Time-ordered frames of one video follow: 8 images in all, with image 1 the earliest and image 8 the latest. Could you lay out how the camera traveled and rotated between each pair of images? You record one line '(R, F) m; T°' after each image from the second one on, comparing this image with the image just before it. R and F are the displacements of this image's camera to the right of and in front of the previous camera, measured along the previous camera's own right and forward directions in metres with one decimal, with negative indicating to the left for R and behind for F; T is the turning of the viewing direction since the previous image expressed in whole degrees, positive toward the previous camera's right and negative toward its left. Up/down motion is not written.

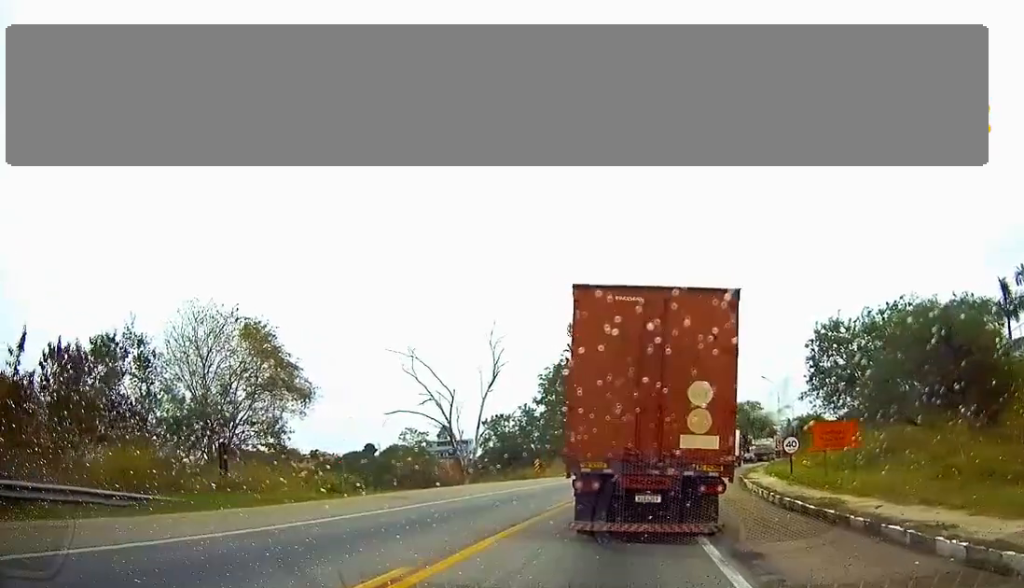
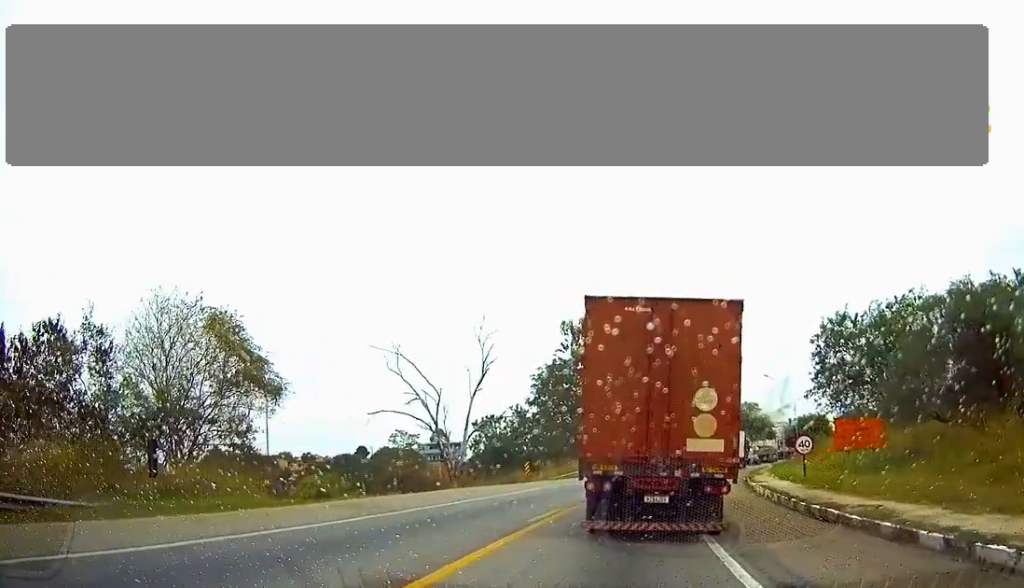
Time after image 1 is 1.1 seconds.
(0.0, +3.7) m; 0°
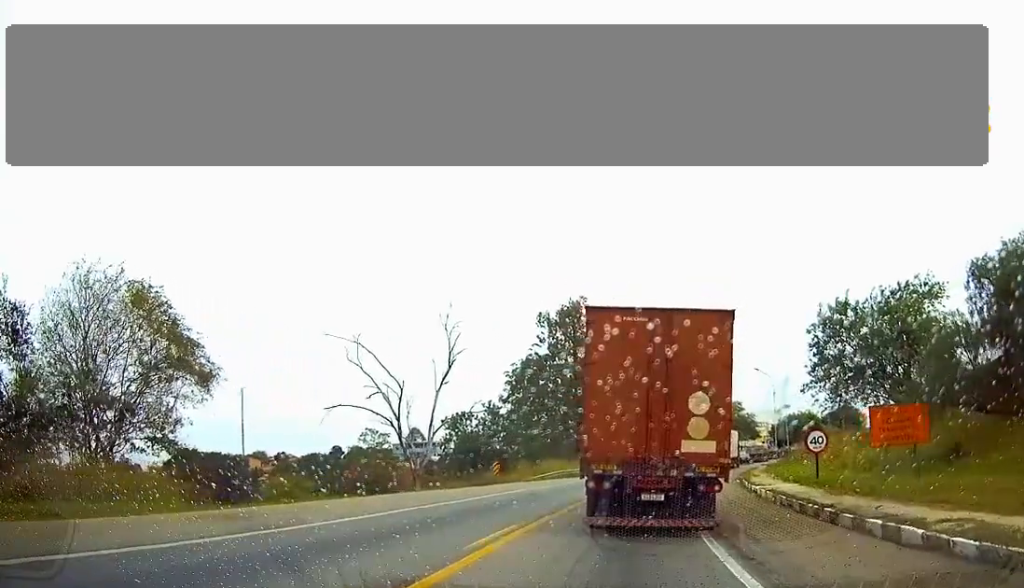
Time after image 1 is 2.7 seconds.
(+0.1, +5.7) m; +1°
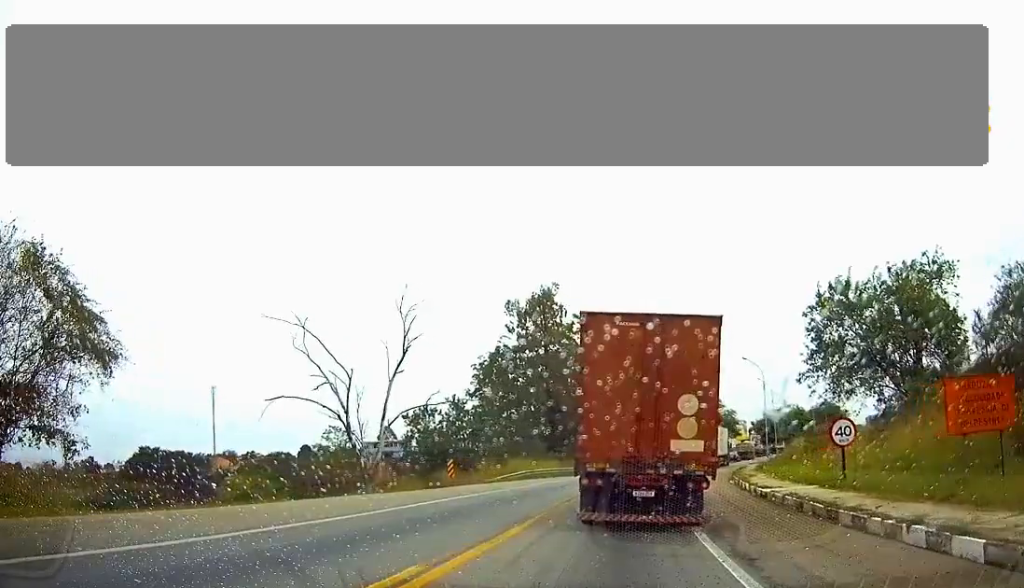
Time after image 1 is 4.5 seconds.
(-0.1, +6.8) m; +1°
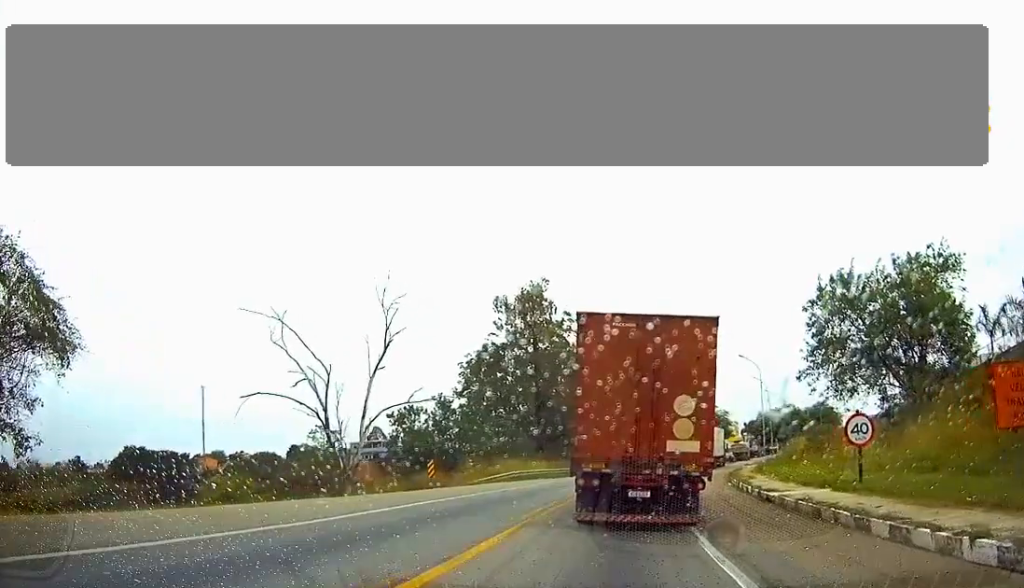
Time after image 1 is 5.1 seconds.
(+0.1, +2.5) m; +2°
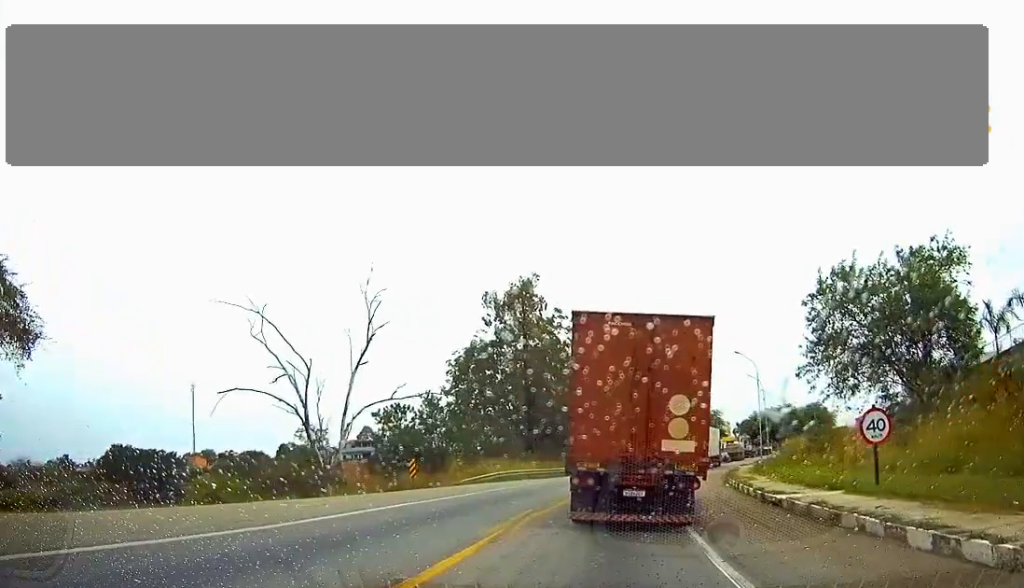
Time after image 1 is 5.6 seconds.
(0.0, +2.1) m; +1°
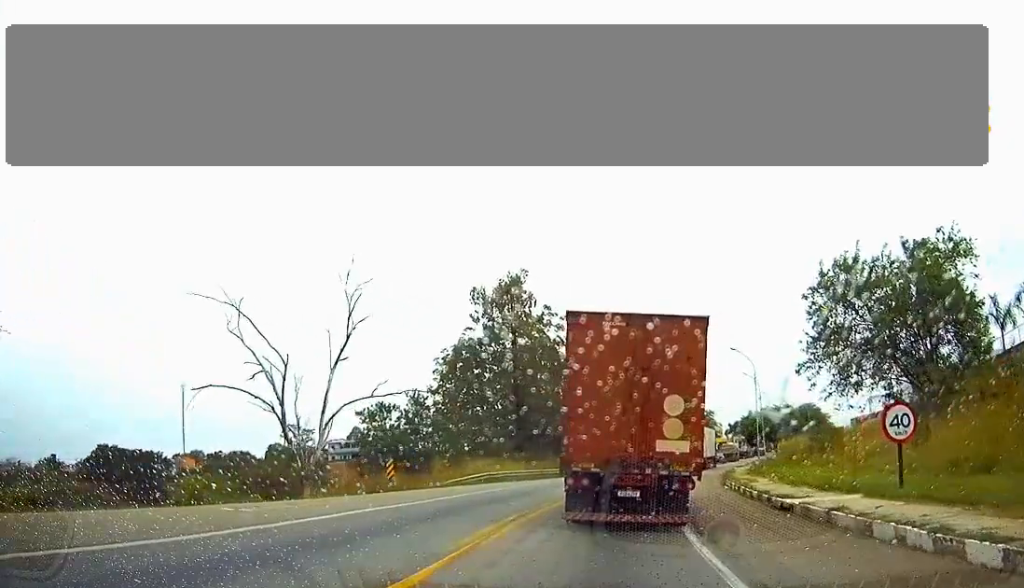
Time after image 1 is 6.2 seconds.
(0.0, +2.5) m; +1°
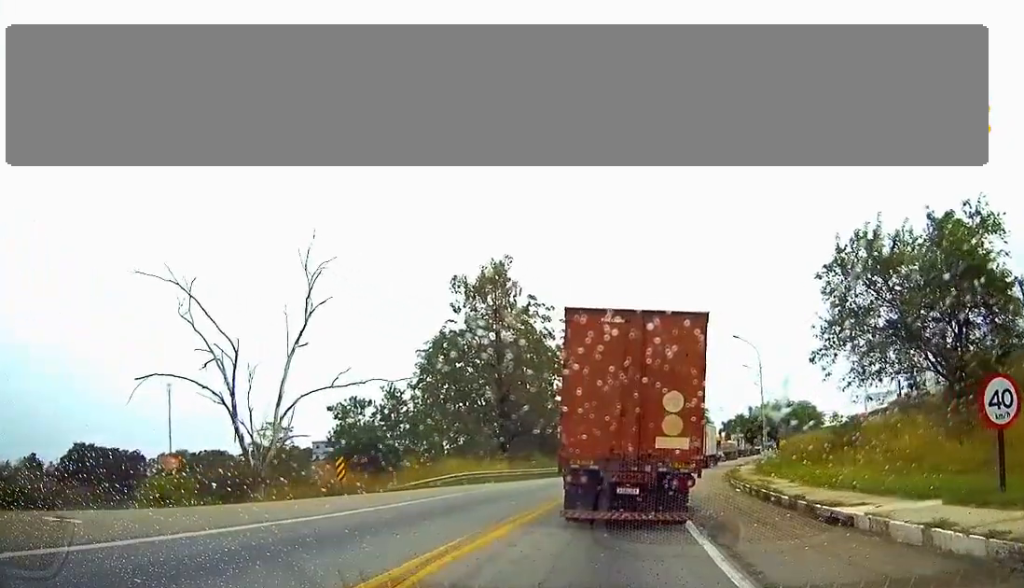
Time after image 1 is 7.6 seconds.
(0.0, +5.8) m; 0°
